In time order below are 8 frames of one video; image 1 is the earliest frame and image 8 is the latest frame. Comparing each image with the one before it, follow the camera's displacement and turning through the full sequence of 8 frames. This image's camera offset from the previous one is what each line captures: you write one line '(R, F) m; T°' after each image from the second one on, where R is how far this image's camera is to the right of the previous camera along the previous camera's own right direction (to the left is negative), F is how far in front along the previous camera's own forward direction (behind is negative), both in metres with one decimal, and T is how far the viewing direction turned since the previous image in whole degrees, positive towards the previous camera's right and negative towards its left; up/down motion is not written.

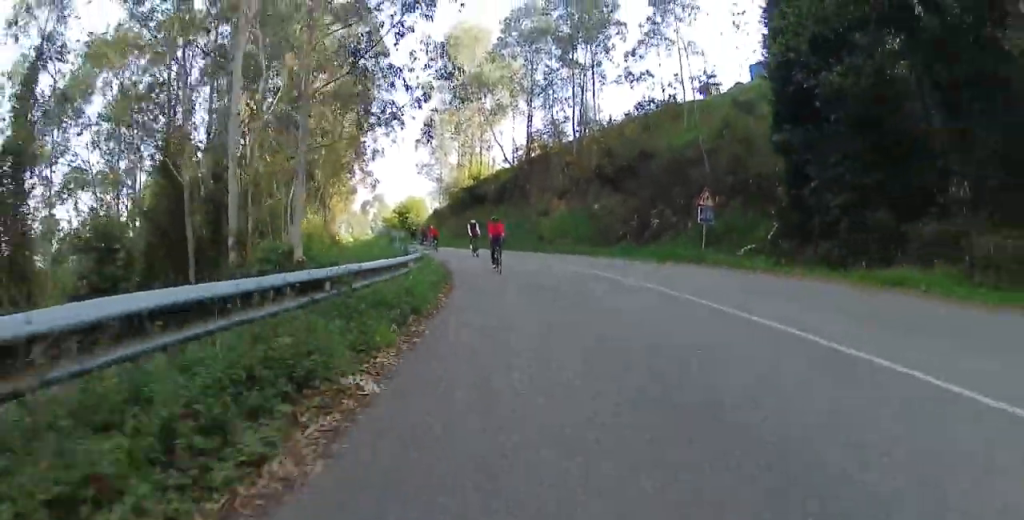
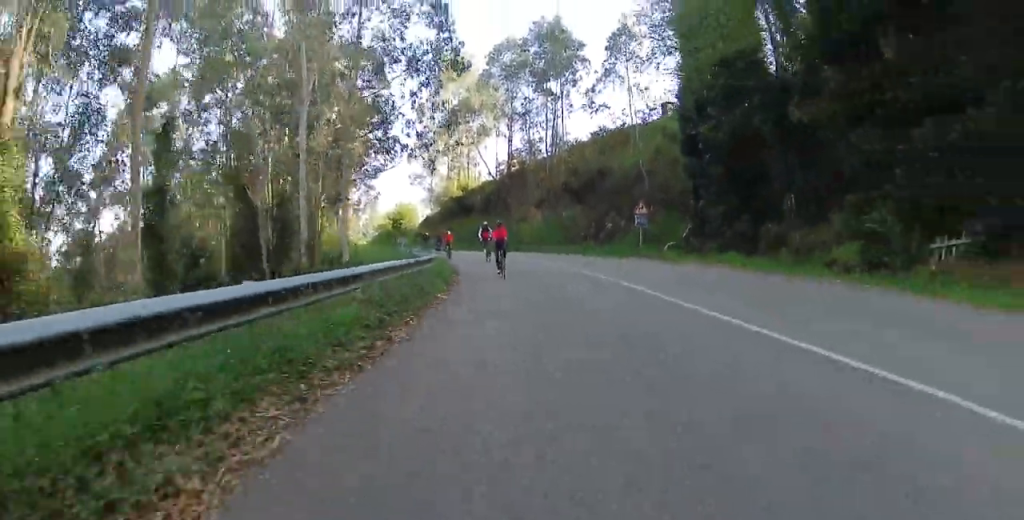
(0.0, +6.9) m; -1°
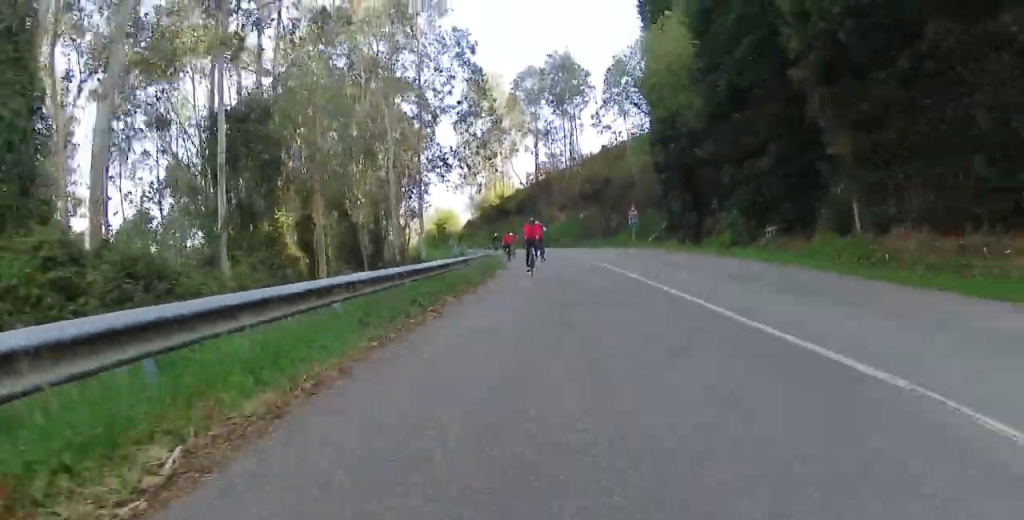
(-0.1, +10.2) m; -1°
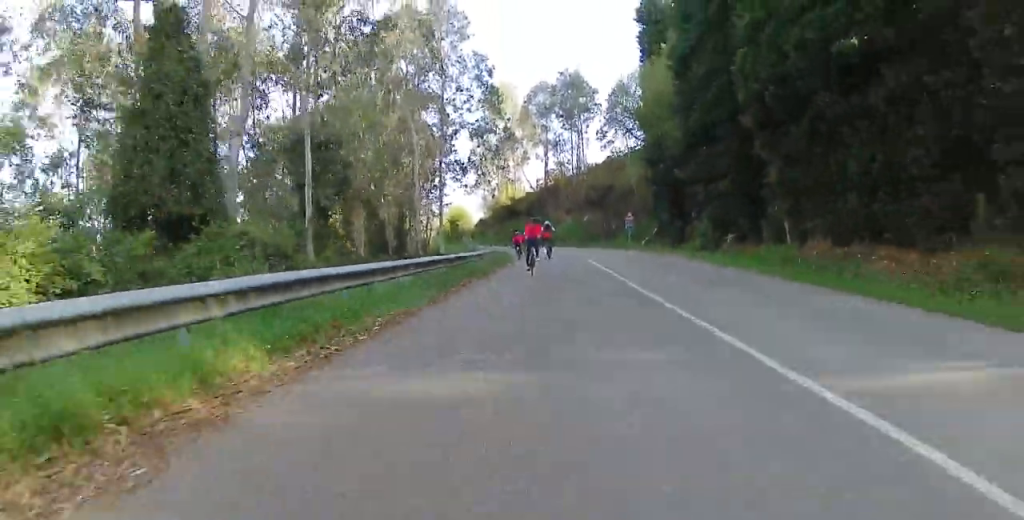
(0.0, +4.7) m; -1°
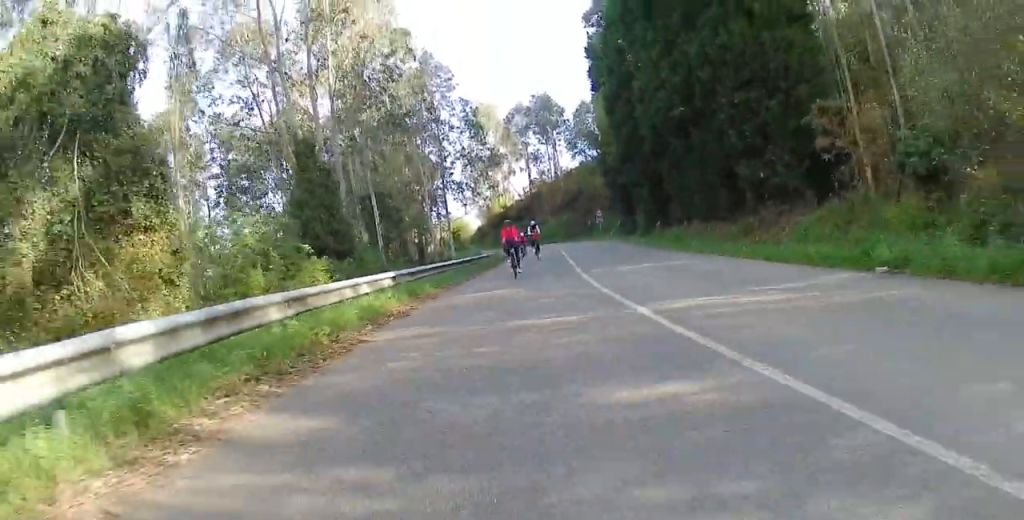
(-0.1, +10.8) m; -4°
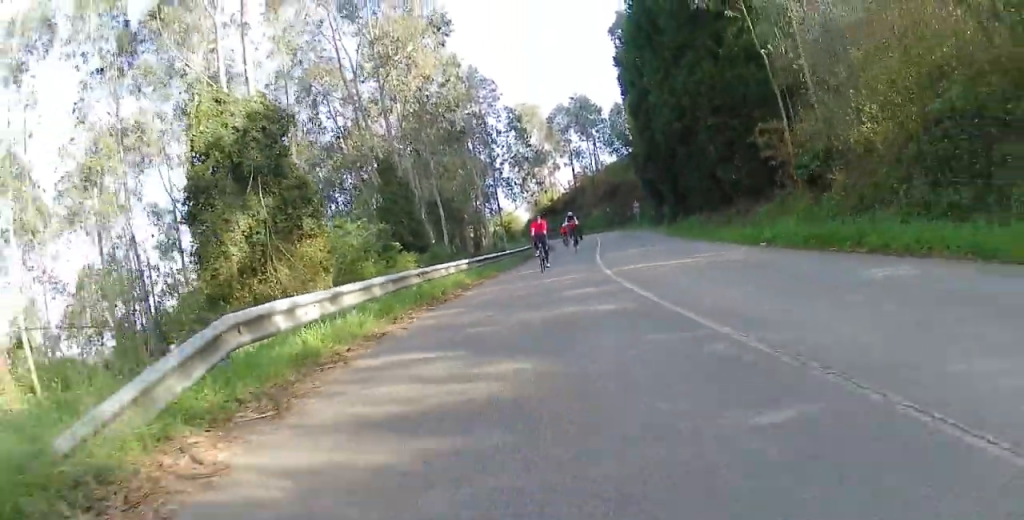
(-0.2, +6.2) m; -5°
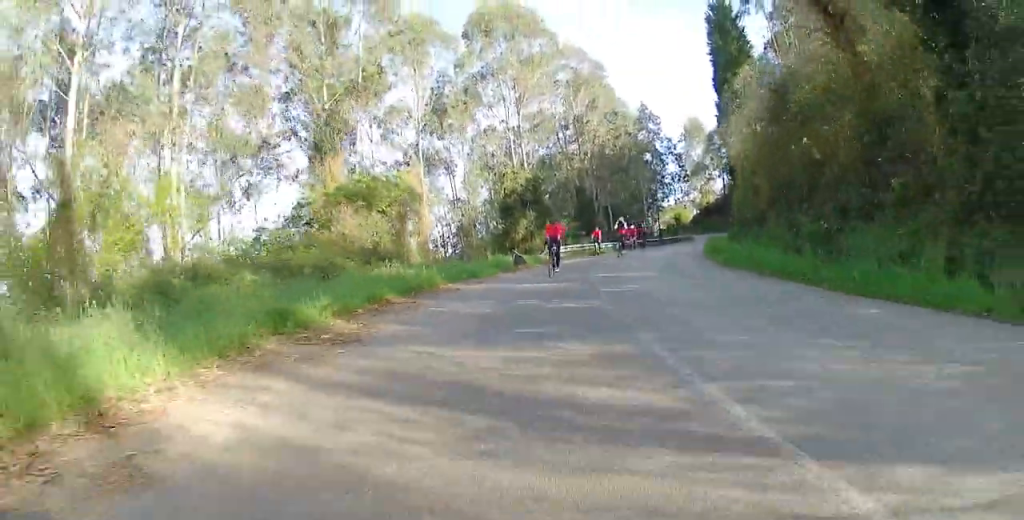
(-4.6, +26.4) m; -16°
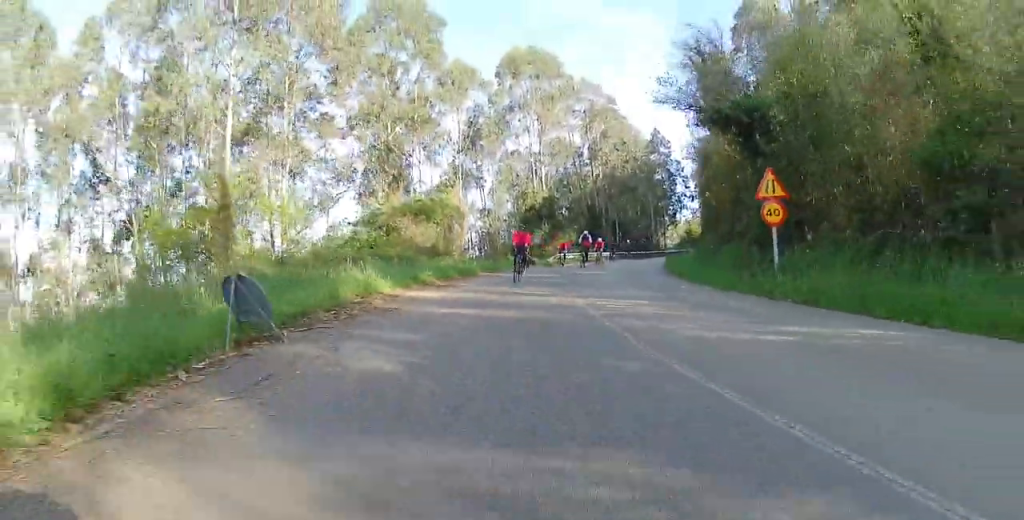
(-0.2, +9.1) m; -1°
